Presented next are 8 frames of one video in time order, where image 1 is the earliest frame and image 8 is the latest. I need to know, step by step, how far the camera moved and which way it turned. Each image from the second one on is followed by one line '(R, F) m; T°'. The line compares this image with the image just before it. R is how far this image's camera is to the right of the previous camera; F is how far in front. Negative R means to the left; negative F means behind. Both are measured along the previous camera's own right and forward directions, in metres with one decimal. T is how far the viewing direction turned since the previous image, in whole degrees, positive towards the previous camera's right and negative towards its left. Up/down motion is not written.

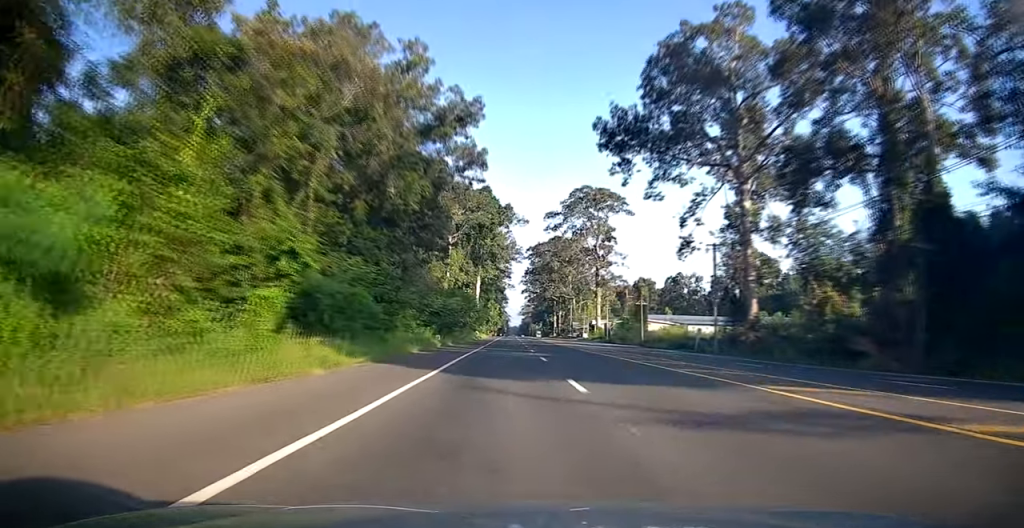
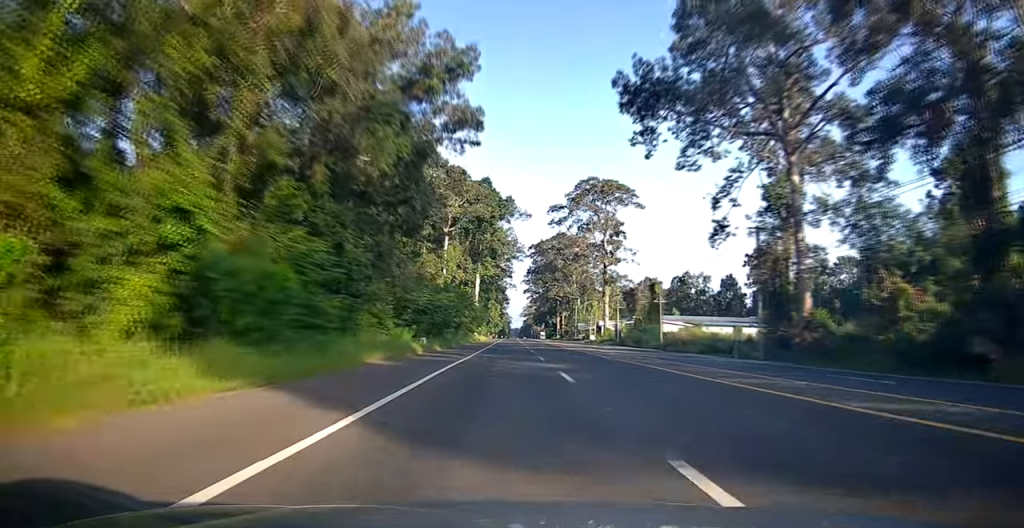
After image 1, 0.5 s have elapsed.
(-0.1, +9.2) m; -1°
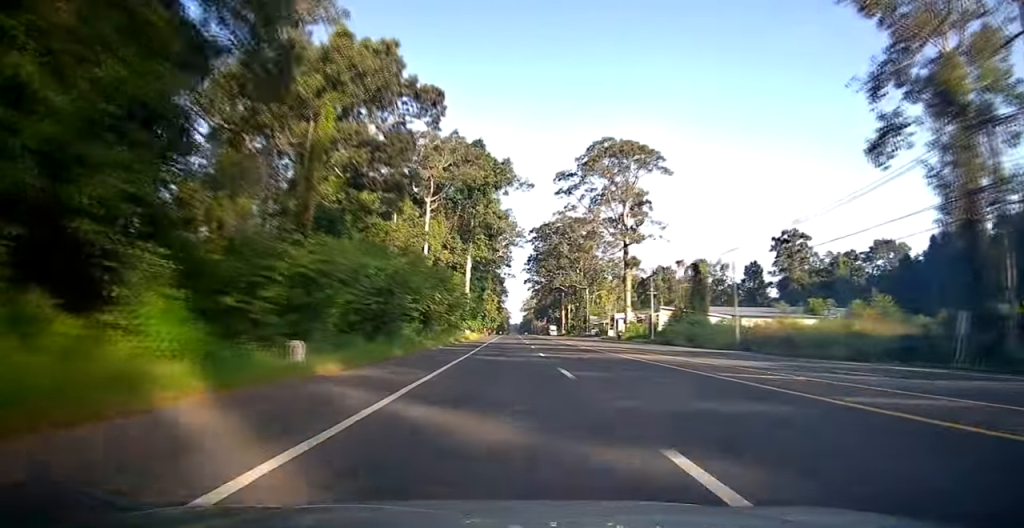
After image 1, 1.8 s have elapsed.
(-0.1, +23.8) m; +1°
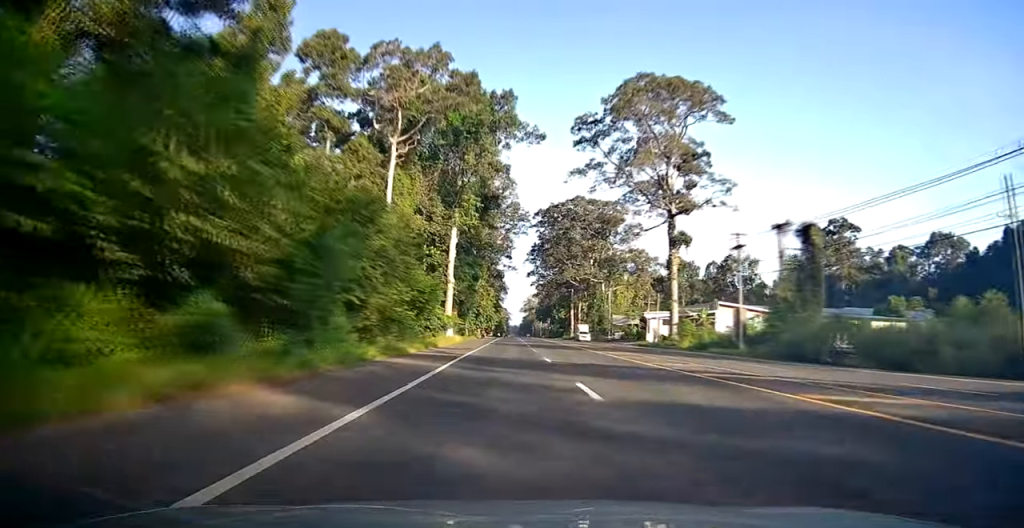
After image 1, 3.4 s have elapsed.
(+0.5, +28.6) m; +1°
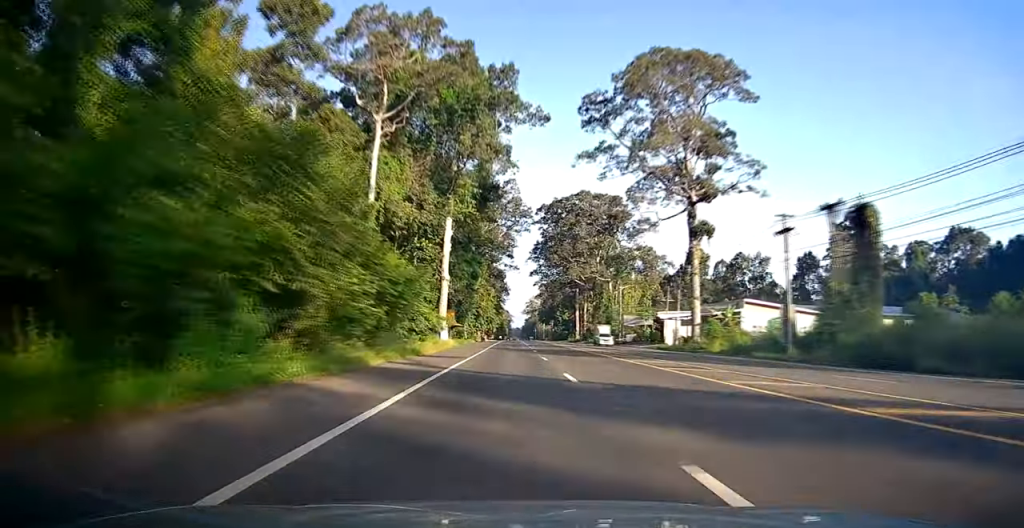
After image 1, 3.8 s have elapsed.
(0.0, +7.9) m; -1°
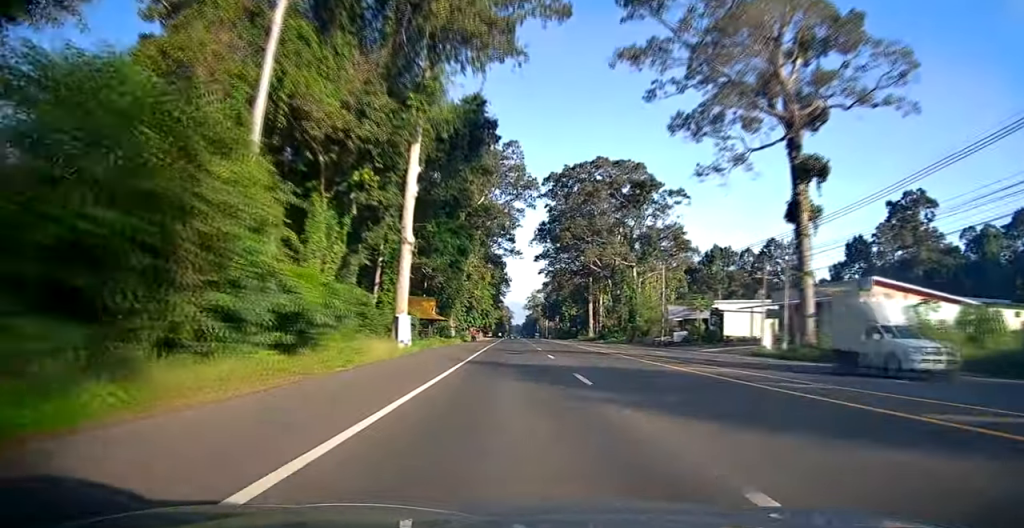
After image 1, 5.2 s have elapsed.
(-0.8, +25.0) m; -1°
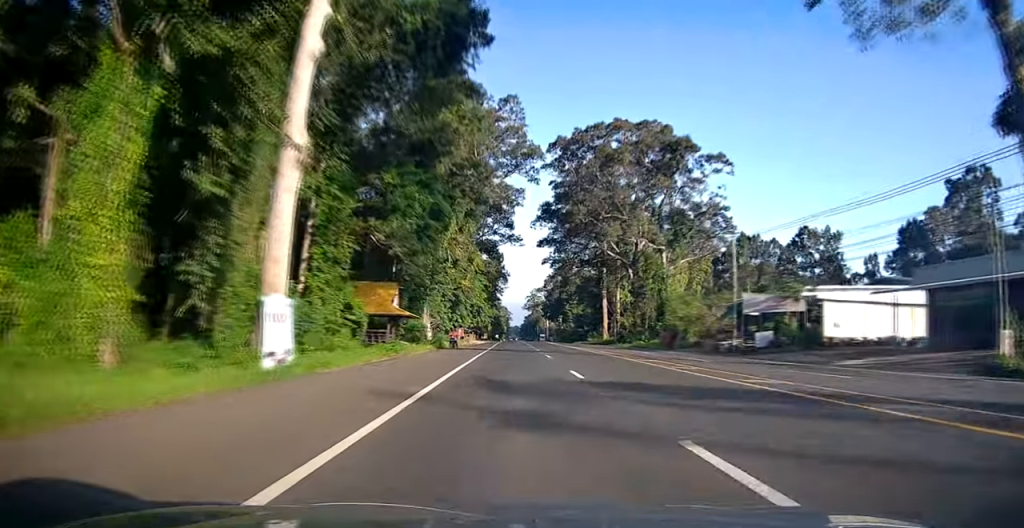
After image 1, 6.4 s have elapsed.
(+0.8, +22.0) m; +2°
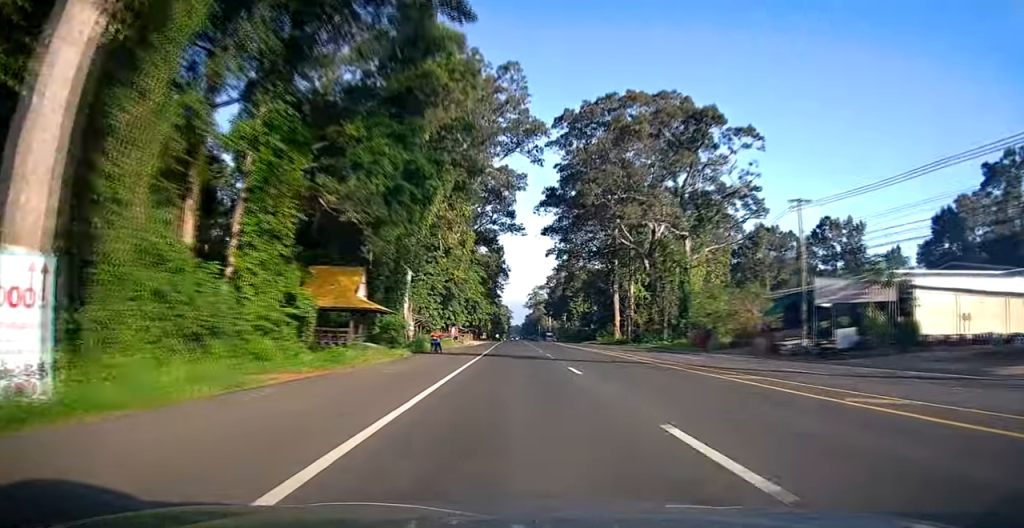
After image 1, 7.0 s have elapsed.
(0.0, +11.0) m; 0°
